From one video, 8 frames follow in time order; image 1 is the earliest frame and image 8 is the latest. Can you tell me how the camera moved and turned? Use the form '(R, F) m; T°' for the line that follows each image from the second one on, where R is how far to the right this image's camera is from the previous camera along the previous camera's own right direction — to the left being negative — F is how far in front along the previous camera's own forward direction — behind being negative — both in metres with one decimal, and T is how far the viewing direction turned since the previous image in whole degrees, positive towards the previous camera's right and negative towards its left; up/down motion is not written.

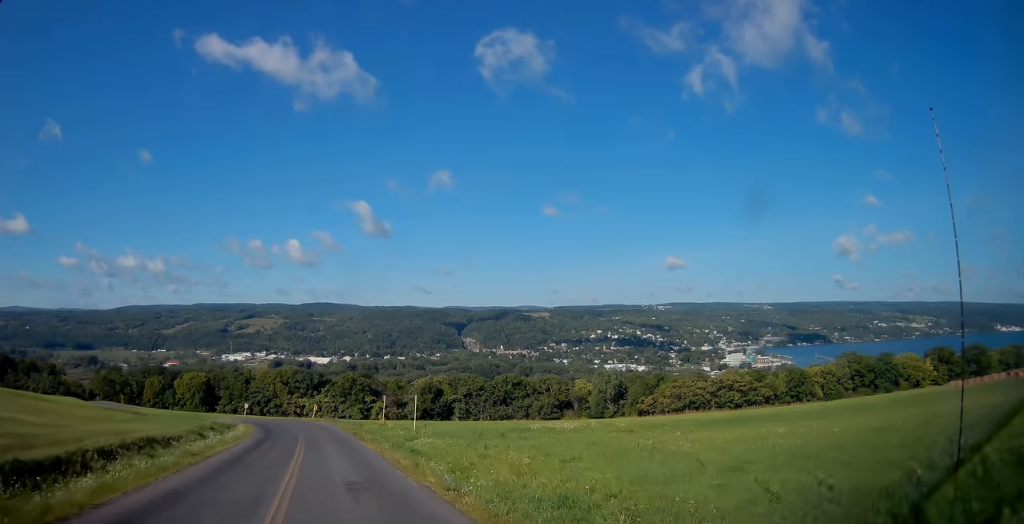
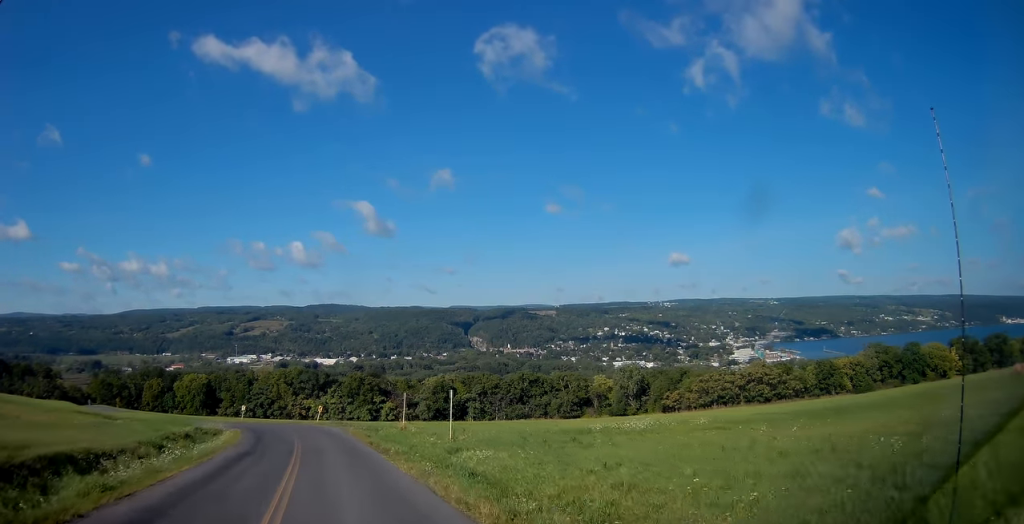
(-0.1, +9.9) m; 0°
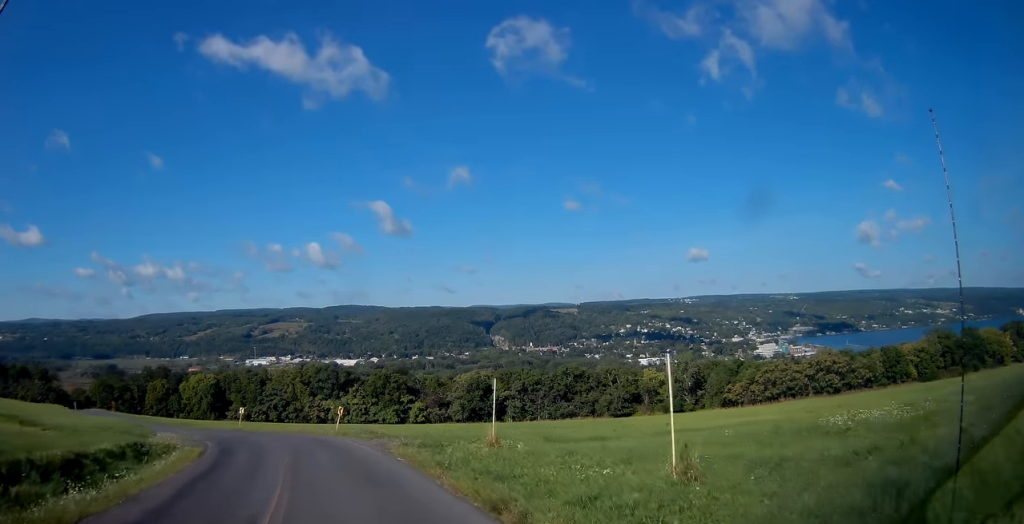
(+0.2, +18.2) m; 0°
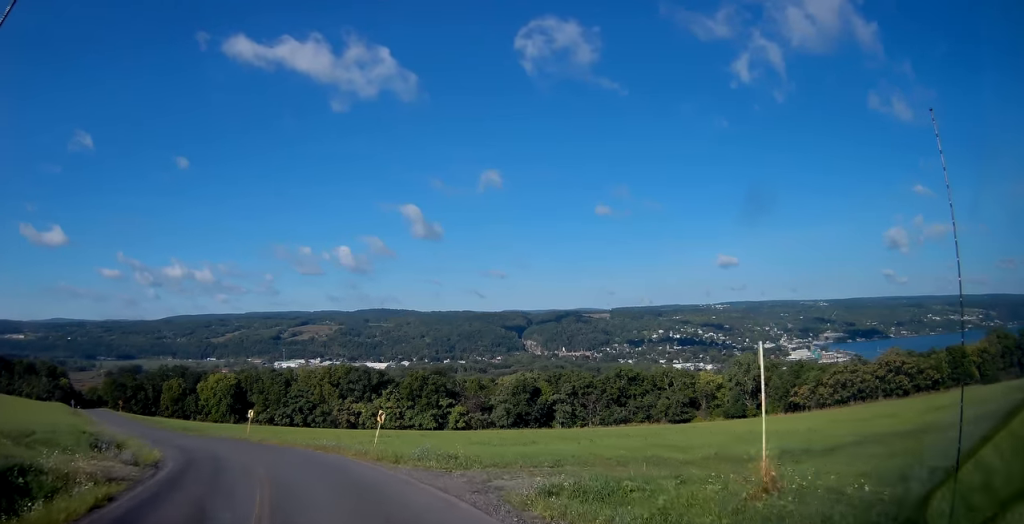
(-0.3, +13.6) m; -4°
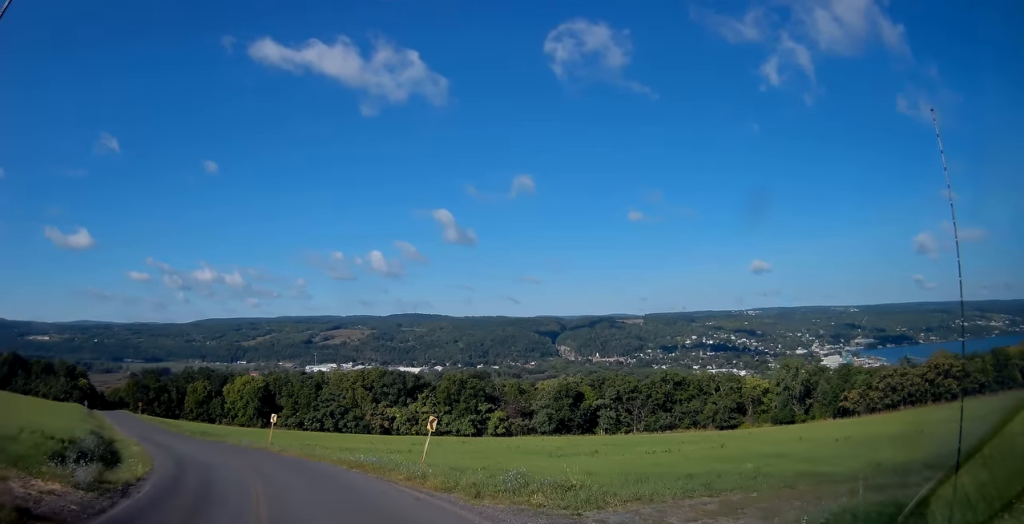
(-0.2, +6.5) m; -4°
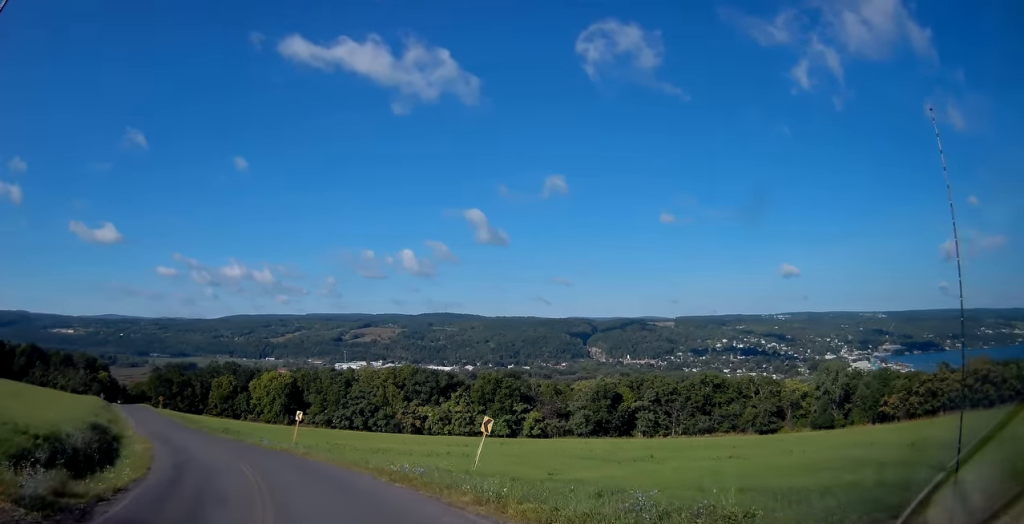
(+0.1, +4.1) m; -3°
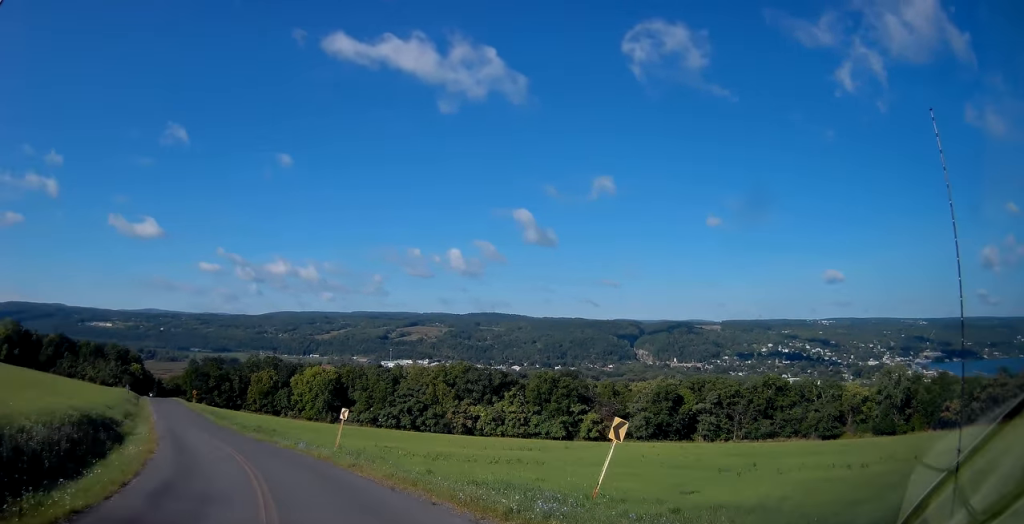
(-0.5, +7.0) m; -5°
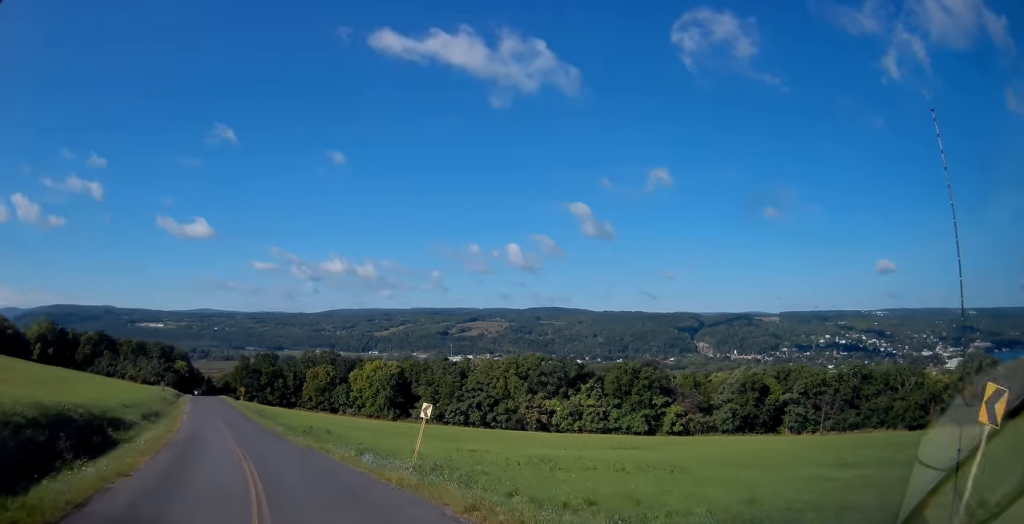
(-0.6, +9.8) m; -5°
